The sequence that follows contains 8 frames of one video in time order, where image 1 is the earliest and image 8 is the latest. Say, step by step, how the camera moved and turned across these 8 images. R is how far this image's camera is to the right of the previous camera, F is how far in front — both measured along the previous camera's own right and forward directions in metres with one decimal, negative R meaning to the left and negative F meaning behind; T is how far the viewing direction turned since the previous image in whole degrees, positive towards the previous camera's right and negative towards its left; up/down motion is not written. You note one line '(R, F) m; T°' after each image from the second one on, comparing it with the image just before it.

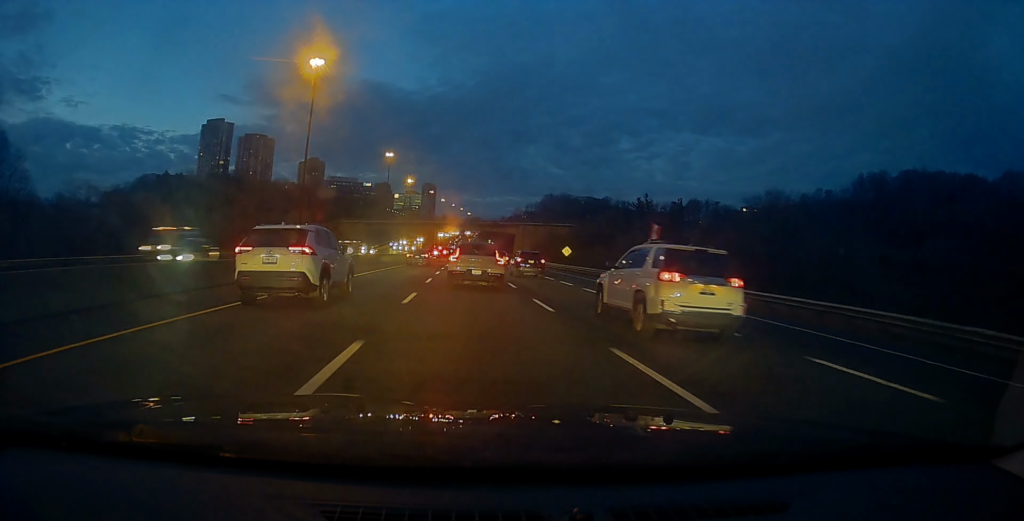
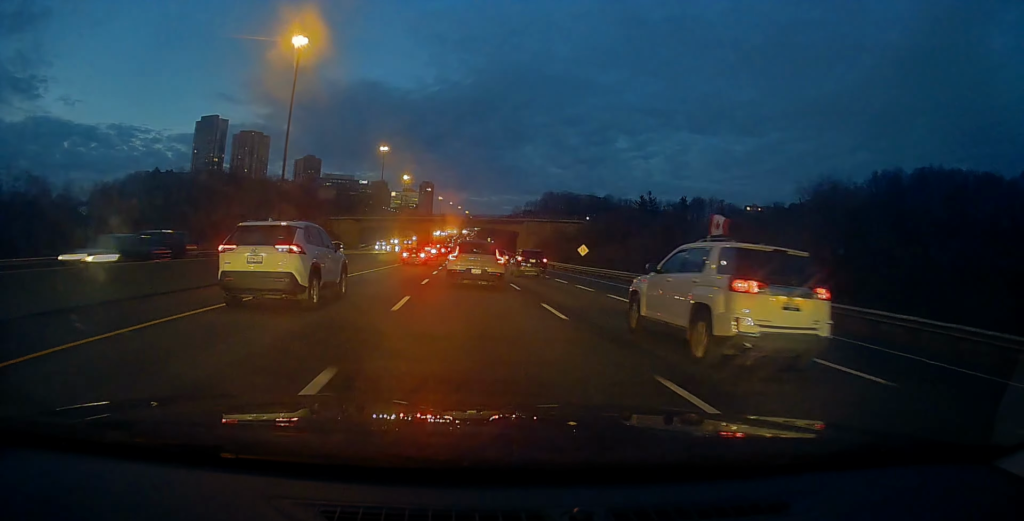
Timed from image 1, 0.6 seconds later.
(-0.2, +11.2) m; -1°
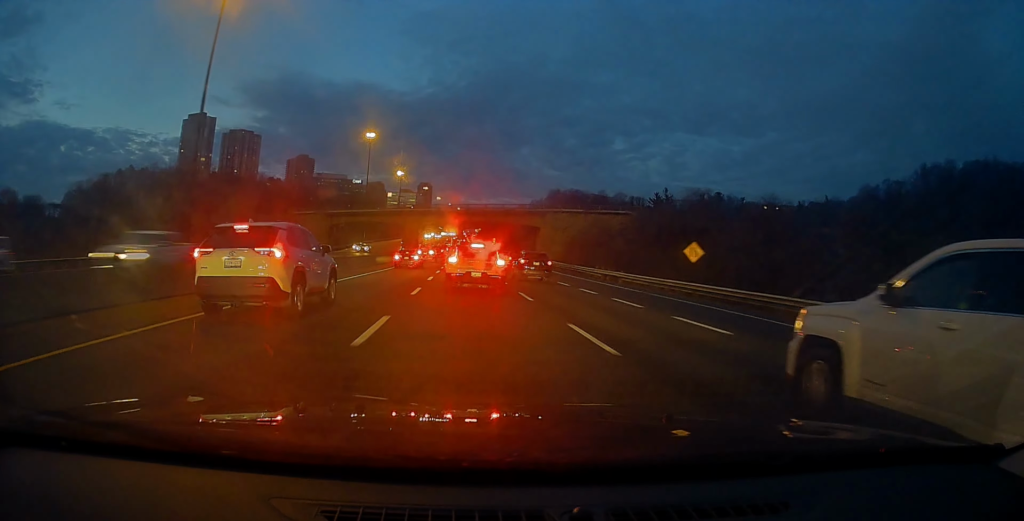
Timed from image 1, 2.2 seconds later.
(0.0, +31.9) m; +1°
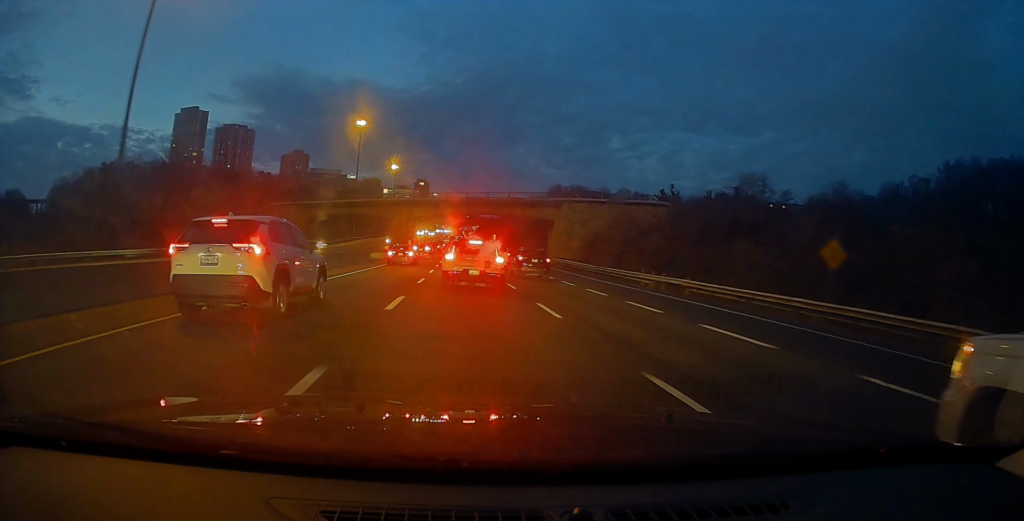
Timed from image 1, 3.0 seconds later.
(+0.3, +14.3) m; 0°
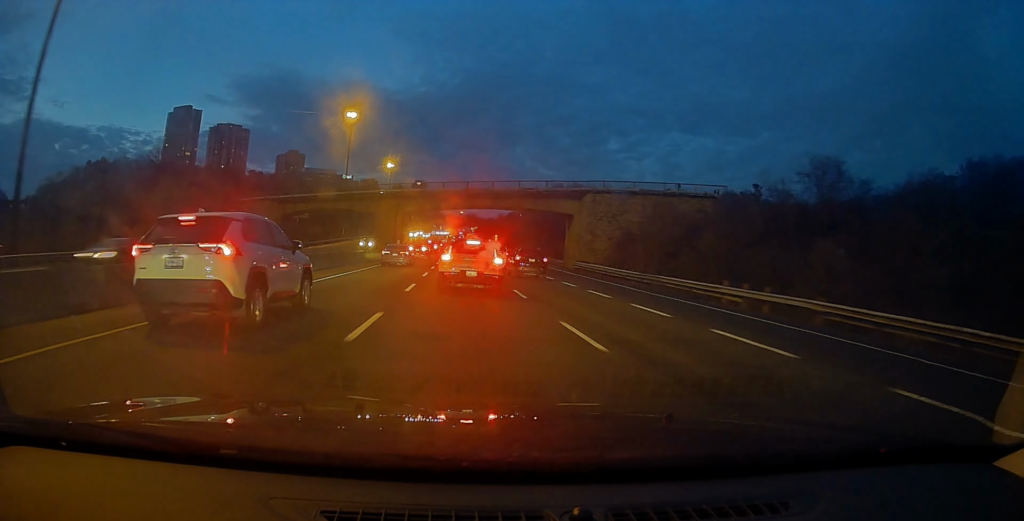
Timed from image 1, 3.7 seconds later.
(-0.3, +13.3) m; 0°
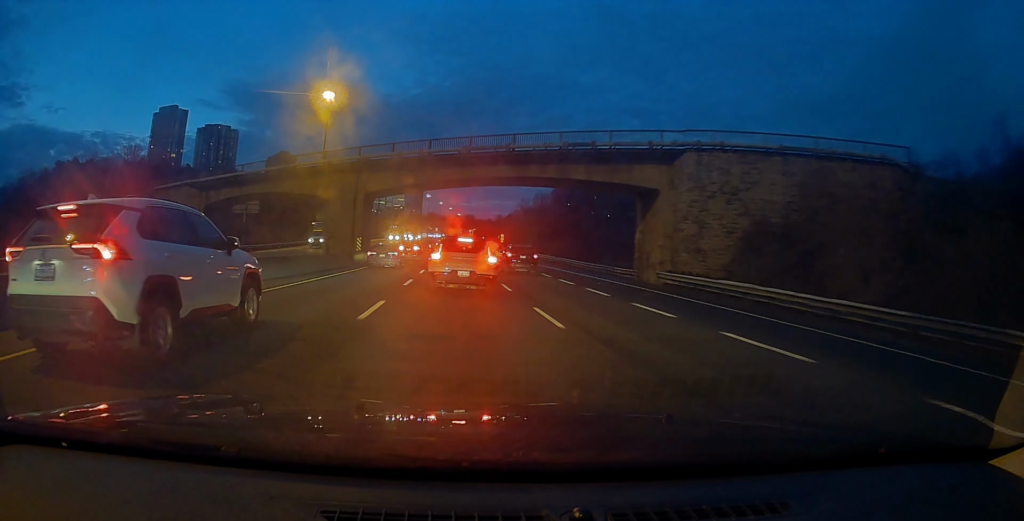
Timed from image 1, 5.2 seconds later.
(+0.3, +25.8) m; +1°
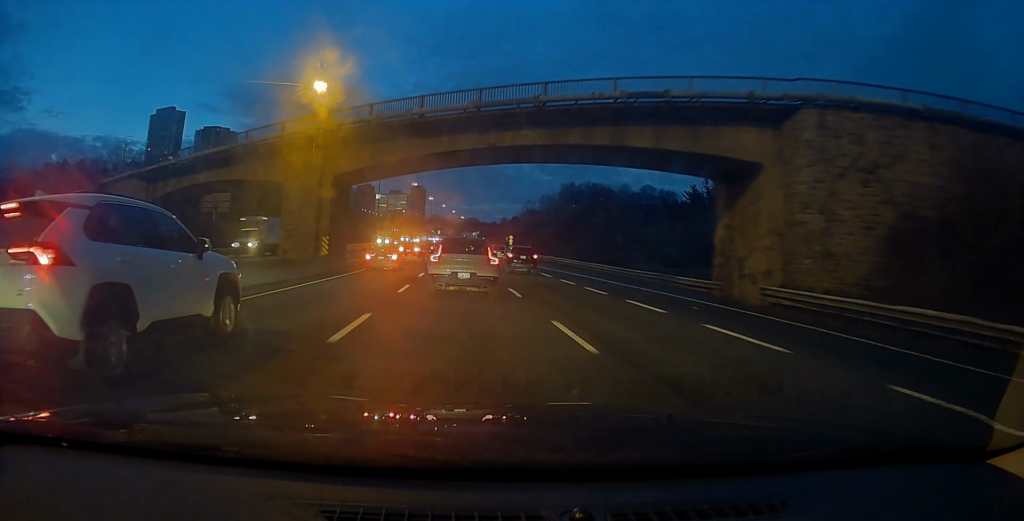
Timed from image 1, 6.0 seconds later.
(0.0, +12.0) m; 0°
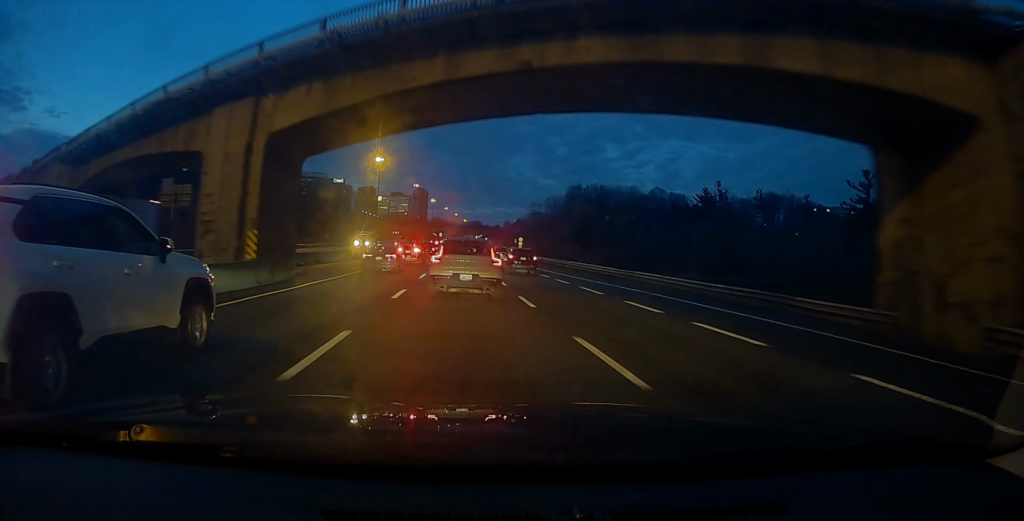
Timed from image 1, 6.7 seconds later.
(-0.1, +11.4) m; 0°
